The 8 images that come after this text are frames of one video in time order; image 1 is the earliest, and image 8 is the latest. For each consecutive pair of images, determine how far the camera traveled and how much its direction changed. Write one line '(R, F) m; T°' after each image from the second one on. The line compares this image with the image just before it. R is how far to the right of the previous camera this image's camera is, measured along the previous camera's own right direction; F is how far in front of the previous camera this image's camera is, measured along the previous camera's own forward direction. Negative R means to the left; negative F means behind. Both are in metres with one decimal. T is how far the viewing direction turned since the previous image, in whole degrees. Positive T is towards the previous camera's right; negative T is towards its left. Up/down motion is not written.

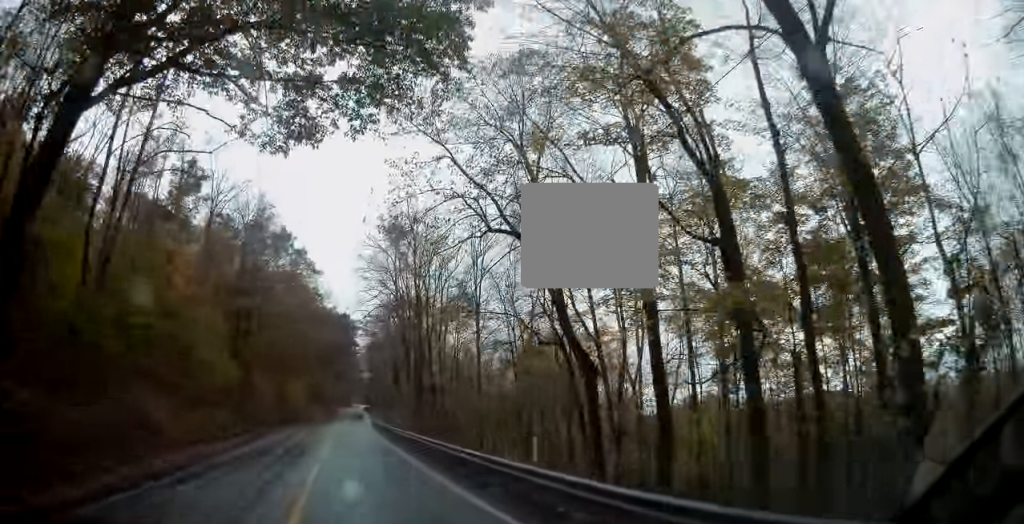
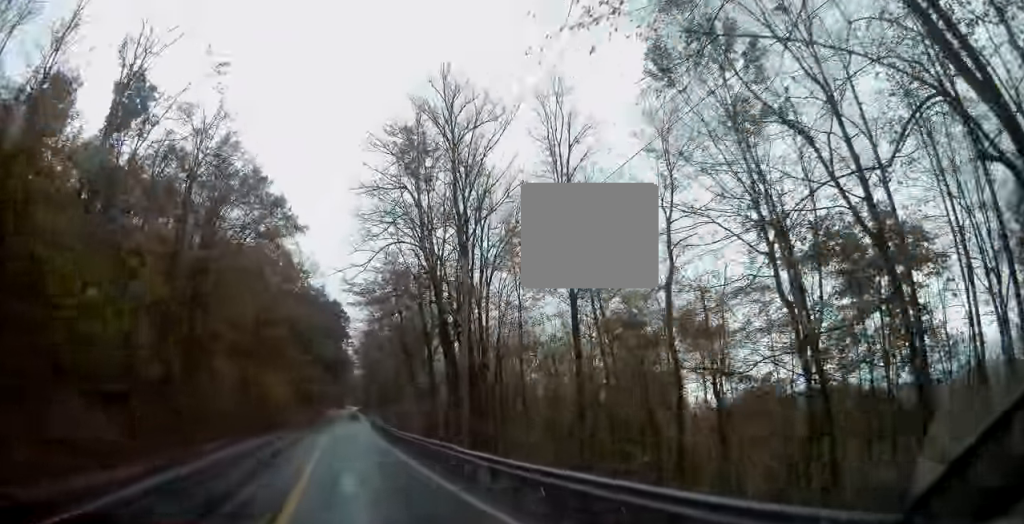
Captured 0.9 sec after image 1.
(0.0, +21.8) m; +1°
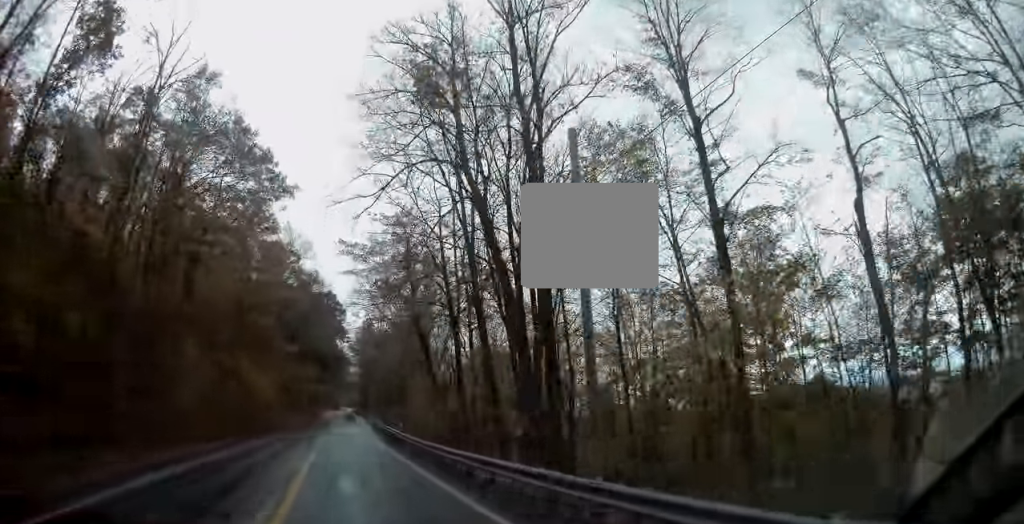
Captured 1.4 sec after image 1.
(+0.1, +12.1) m; +1°
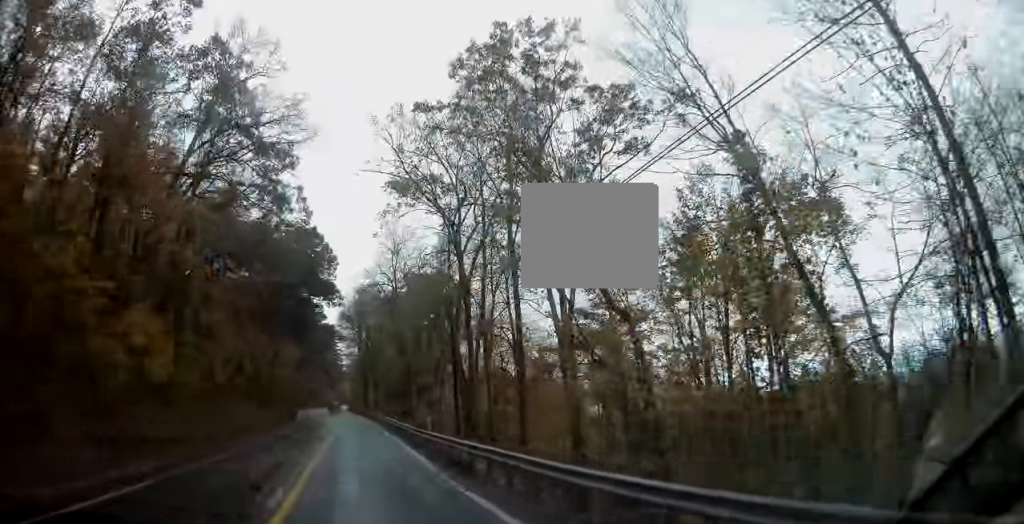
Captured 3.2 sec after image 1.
(+1.3, +44.6) m; +2°
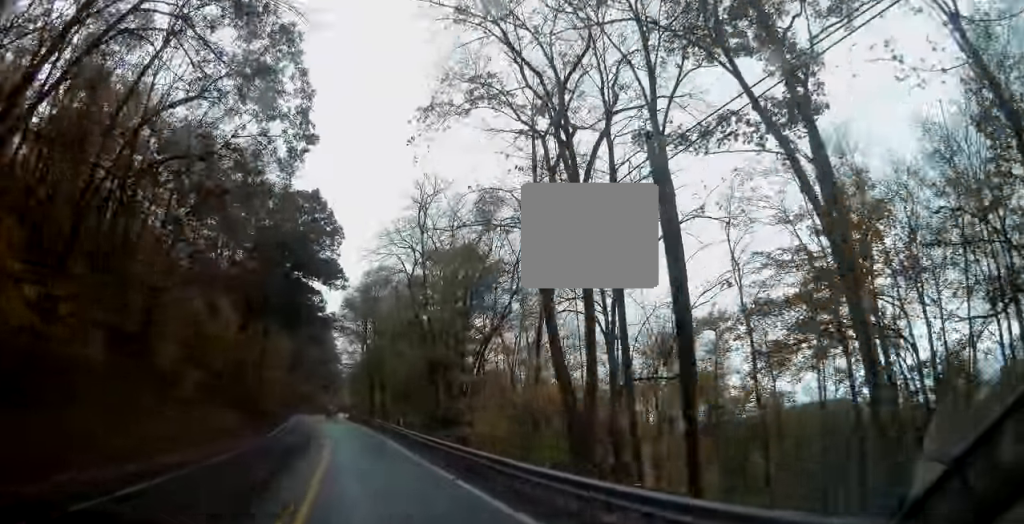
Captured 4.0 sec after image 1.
(+0.1, +17.8) m; 0°
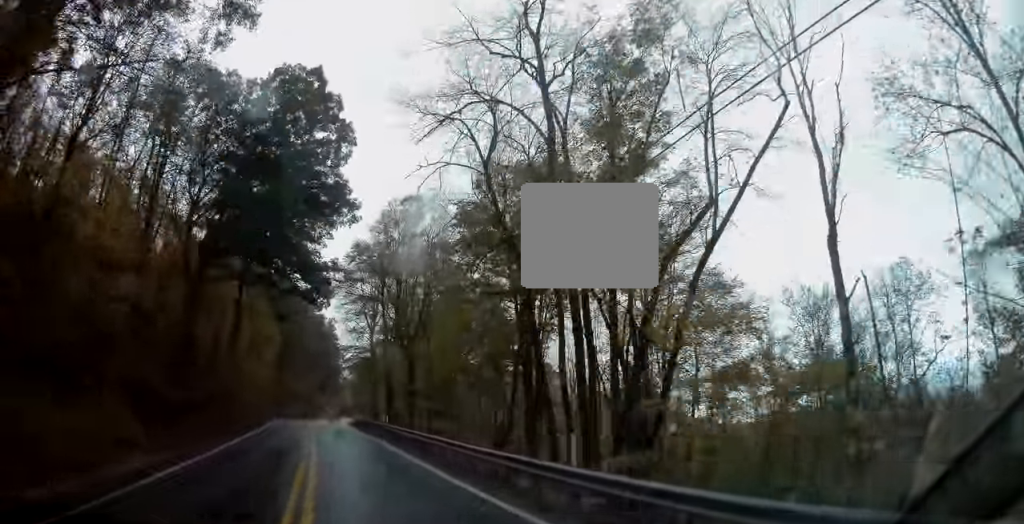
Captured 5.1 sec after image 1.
(-0.2, +27.2) m; 0°
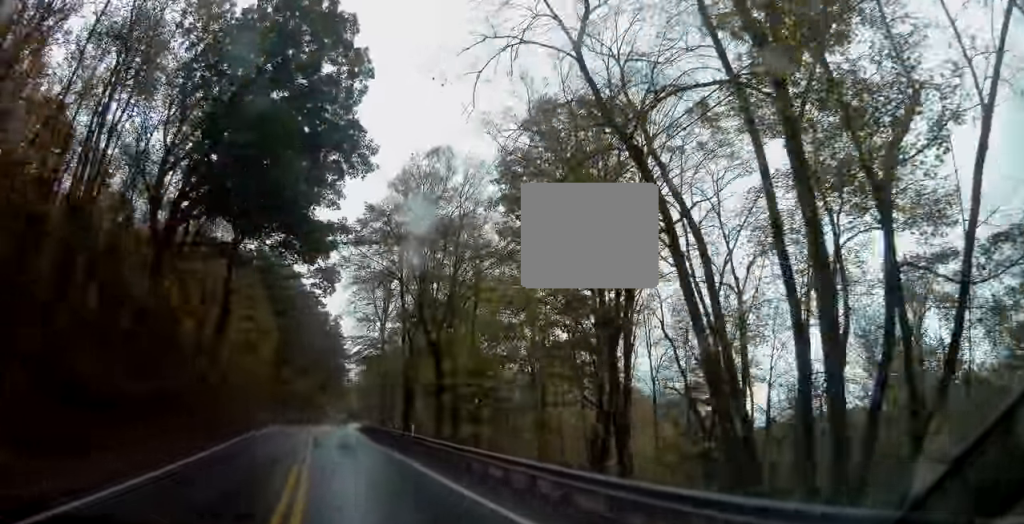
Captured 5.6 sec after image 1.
(+0.1, +11.1) m; 0°
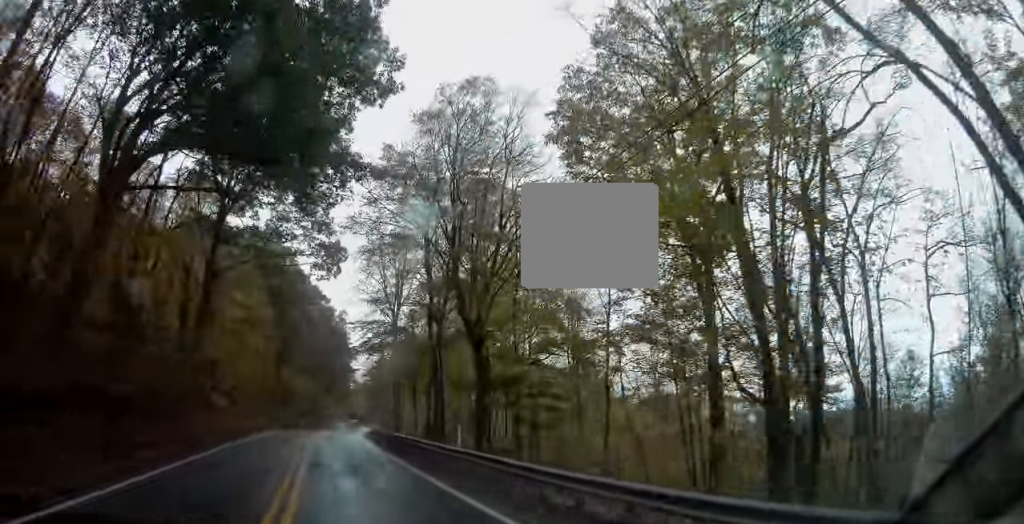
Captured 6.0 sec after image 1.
(0.0, +10.1) m; 0°
